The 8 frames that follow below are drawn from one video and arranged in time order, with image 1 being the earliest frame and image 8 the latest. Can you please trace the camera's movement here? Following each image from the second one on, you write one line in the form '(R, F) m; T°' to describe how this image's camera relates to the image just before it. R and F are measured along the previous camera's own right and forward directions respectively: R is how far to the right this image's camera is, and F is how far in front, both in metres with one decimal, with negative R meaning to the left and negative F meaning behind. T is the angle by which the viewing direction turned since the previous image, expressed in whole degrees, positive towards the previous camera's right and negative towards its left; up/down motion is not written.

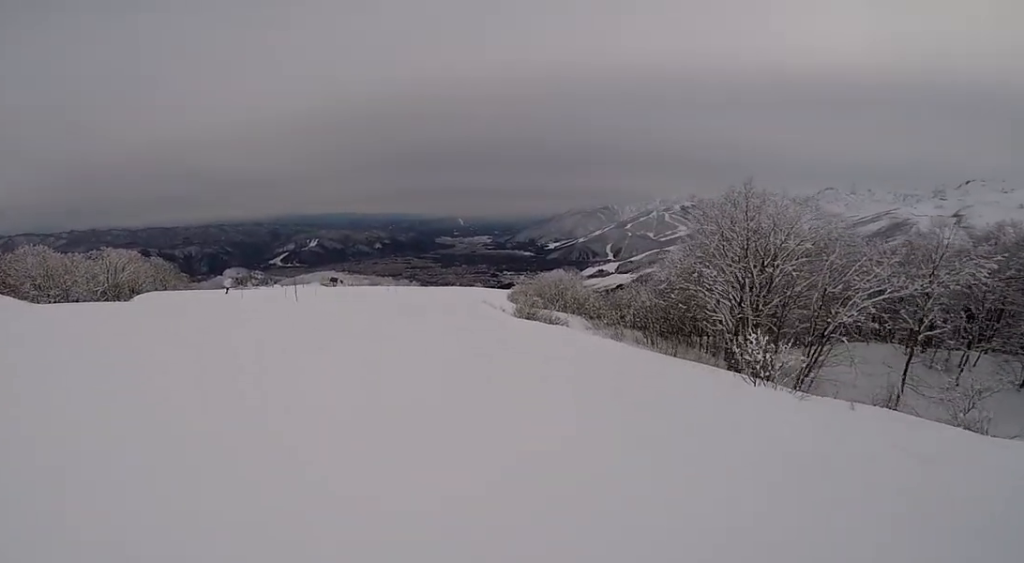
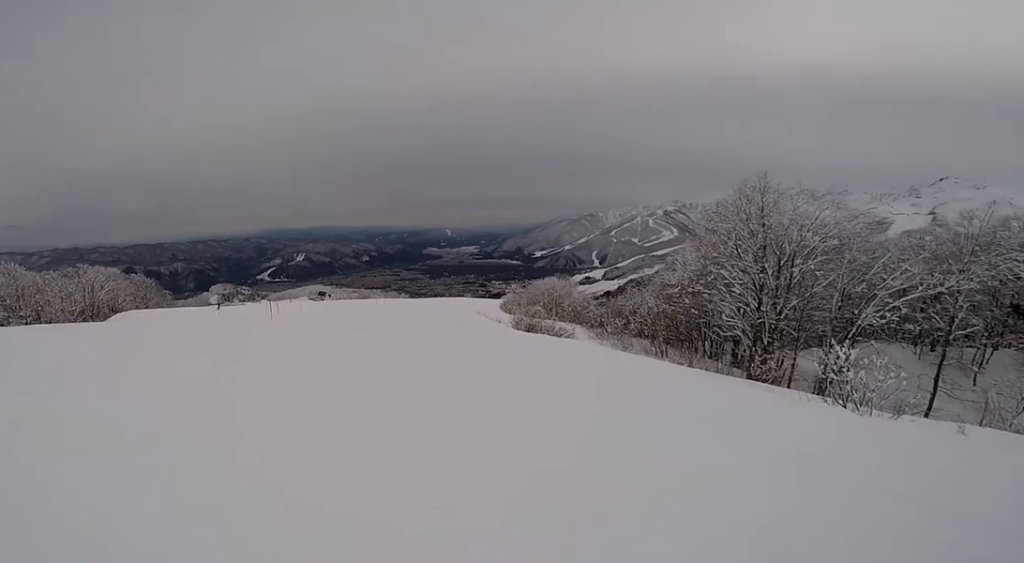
(+0.4, +3.3) m; 0°
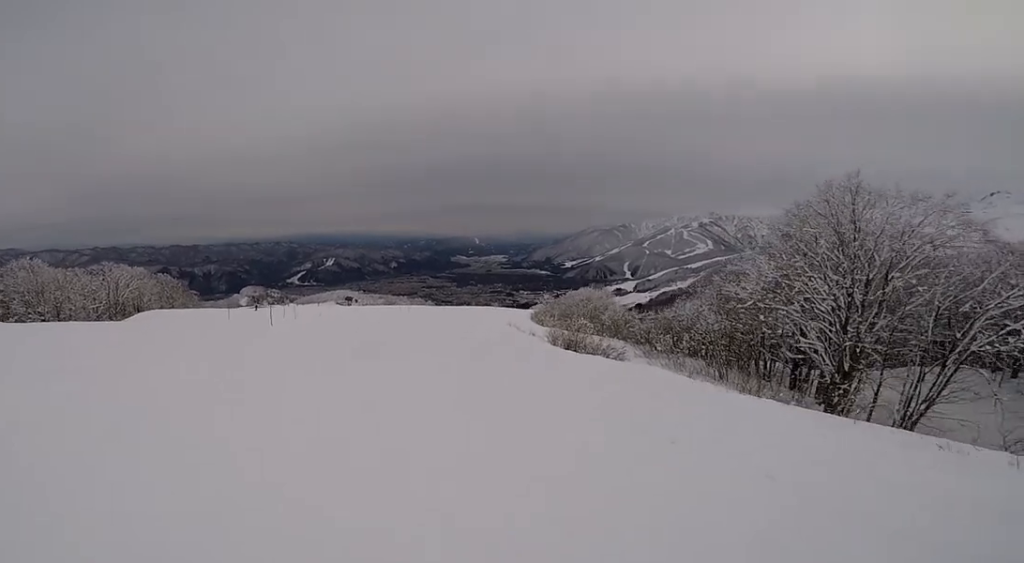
(-0.4, +4.4) m; -4°
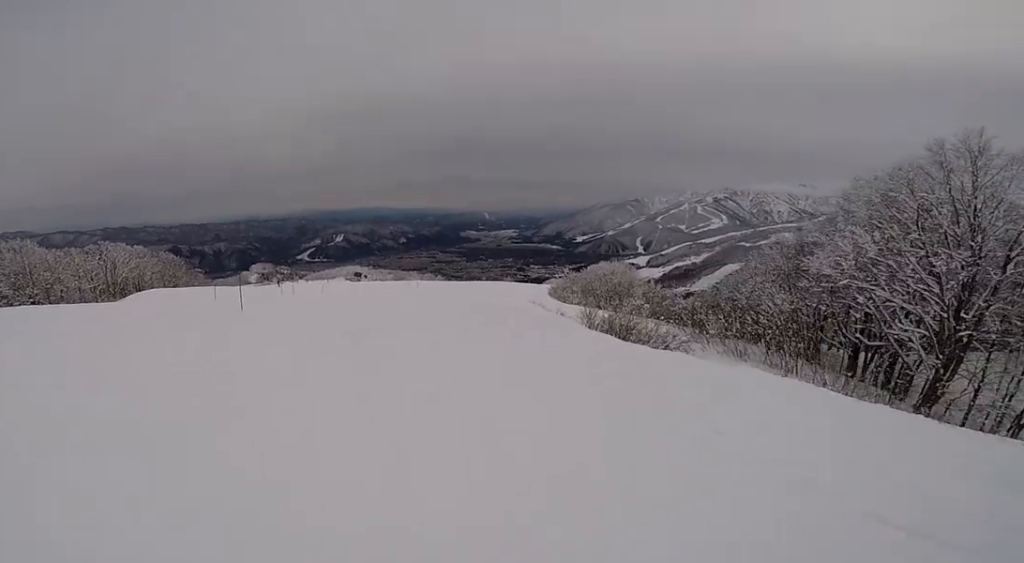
(-0.1, +5.7) m; 0°
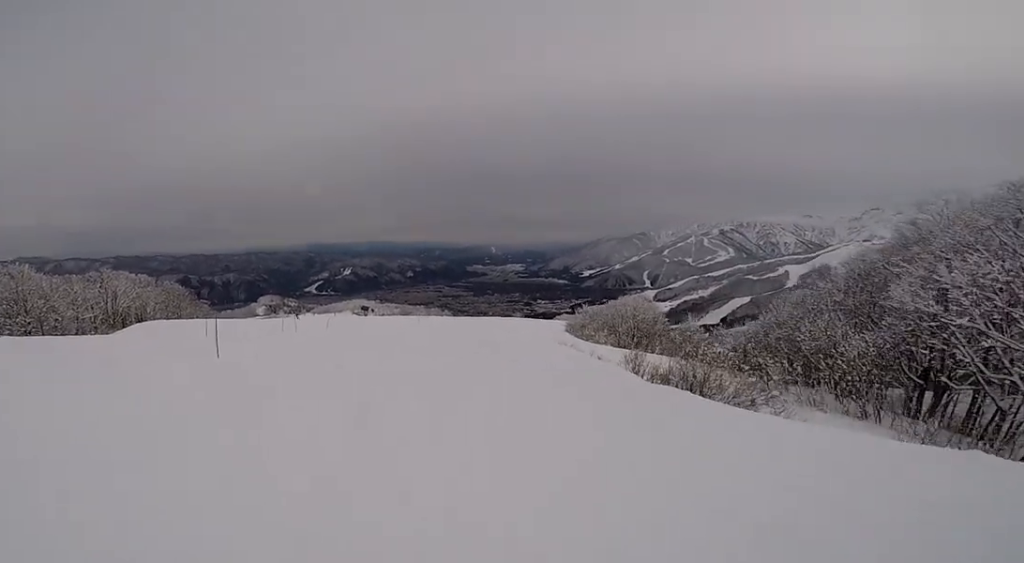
(+0.1, +5.0) m; +4°
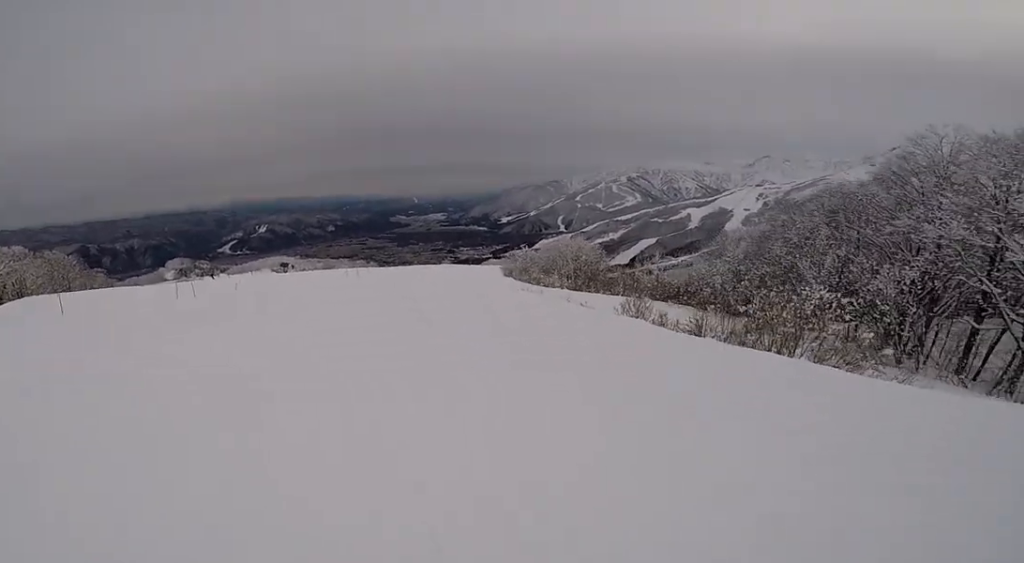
(+0.6, +7.9) m; +6°
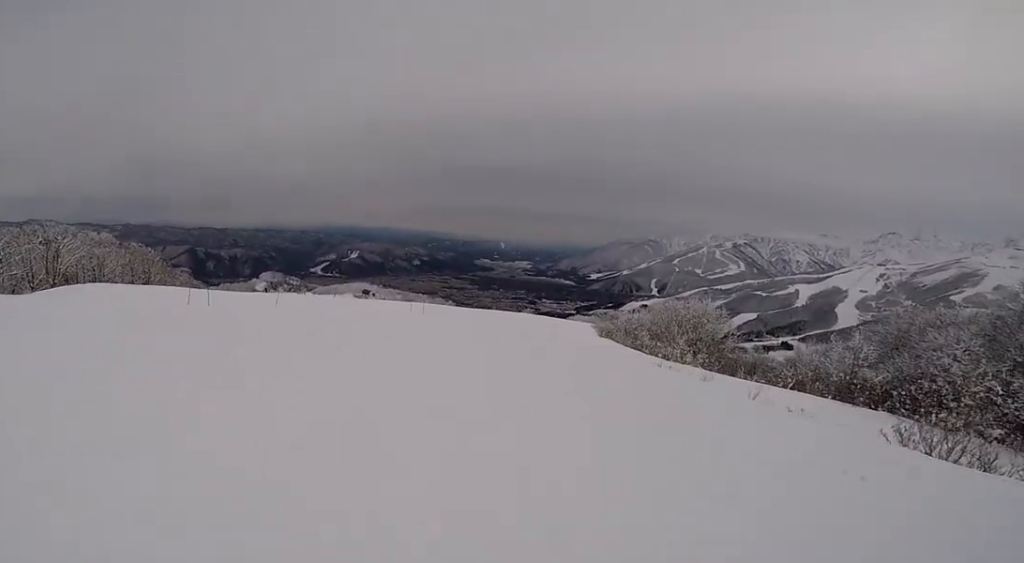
(-0.5, +10.9) m; -7°
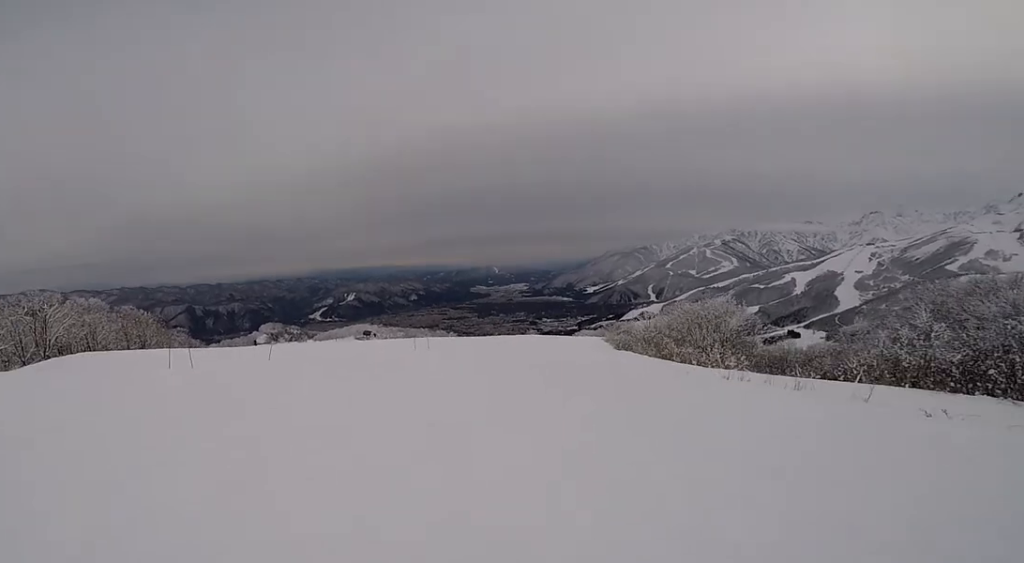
(-0.1, +3.4) m; +1°
